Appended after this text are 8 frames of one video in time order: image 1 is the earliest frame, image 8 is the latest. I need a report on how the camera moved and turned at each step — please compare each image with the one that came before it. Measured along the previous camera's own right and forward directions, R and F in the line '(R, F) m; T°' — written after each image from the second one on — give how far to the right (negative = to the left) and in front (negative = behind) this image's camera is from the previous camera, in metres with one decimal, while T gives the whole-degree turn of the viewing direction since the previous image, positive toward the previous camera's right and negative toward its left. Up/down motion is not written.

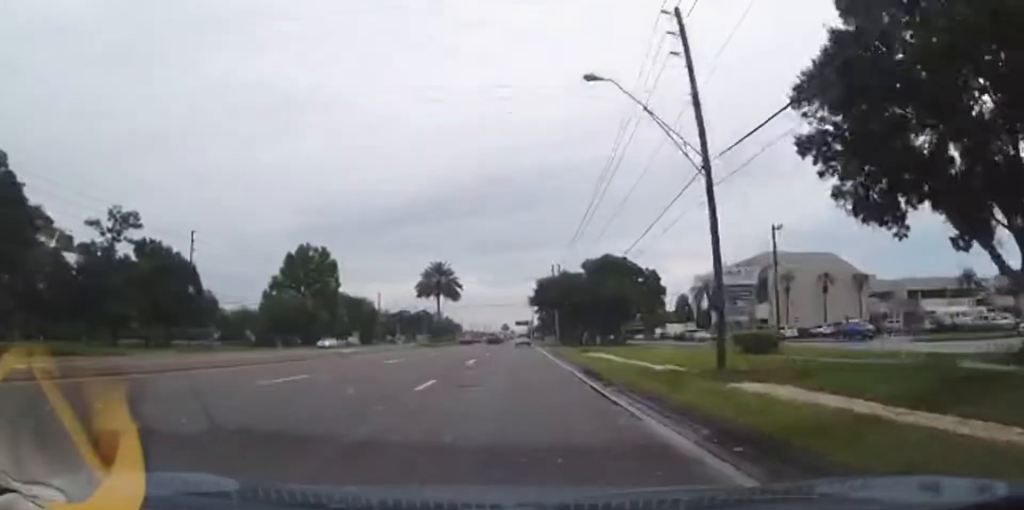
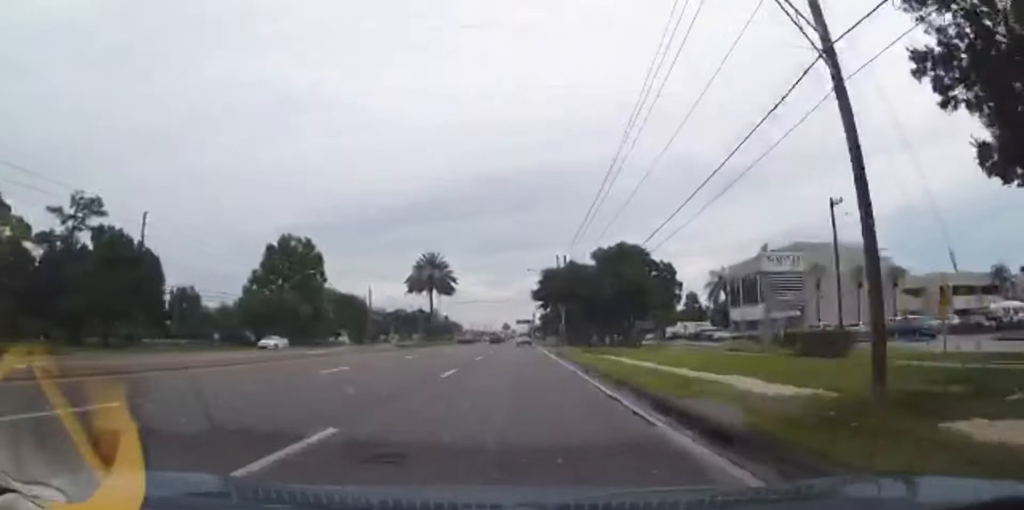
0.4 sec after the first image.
(0.0, +8.3) m; 0°
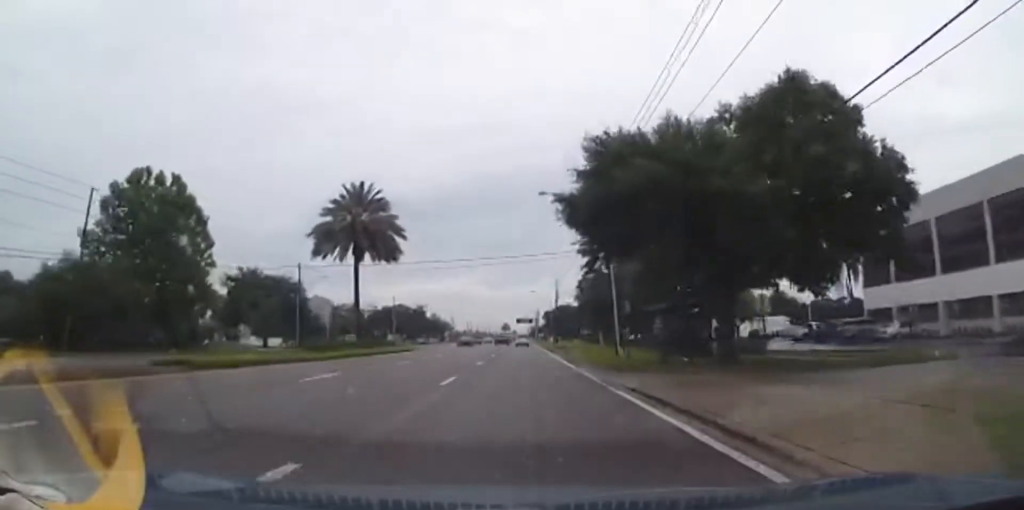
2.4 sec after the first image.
(0.0, +39.0) m; 0°
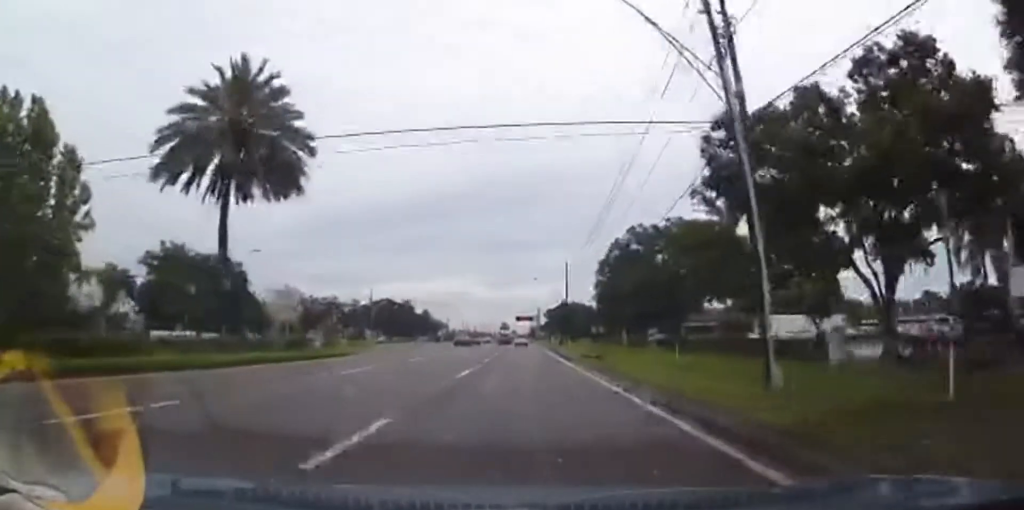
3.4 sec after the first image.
(0.0, +21.0) m; 0°
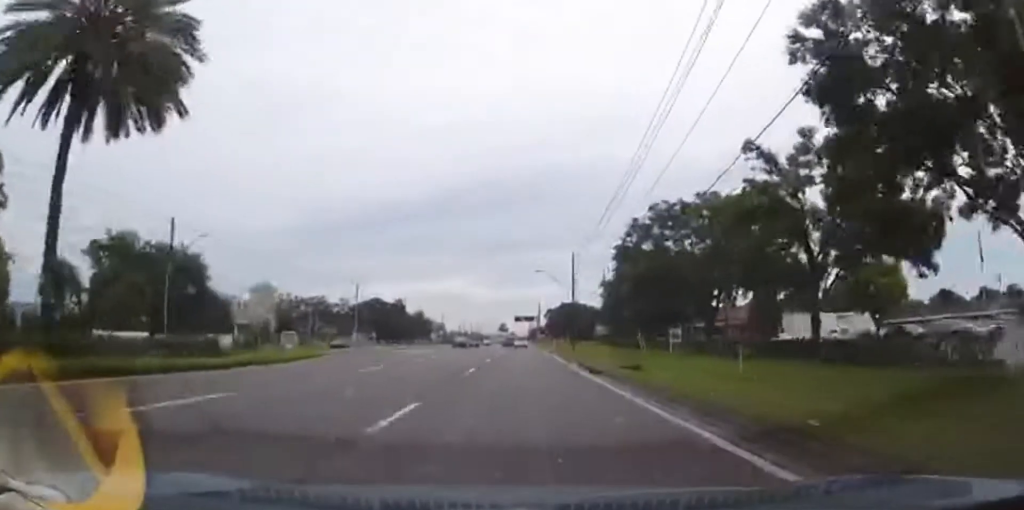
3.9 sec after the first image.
(0.0, +10.2) m; 0°
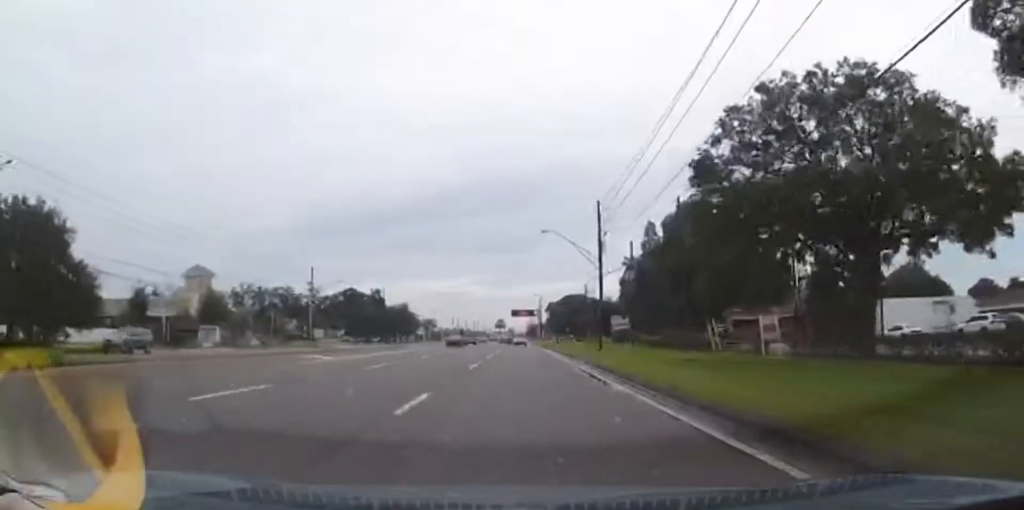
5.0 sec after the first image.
(0.0, +22.7) m; 0°
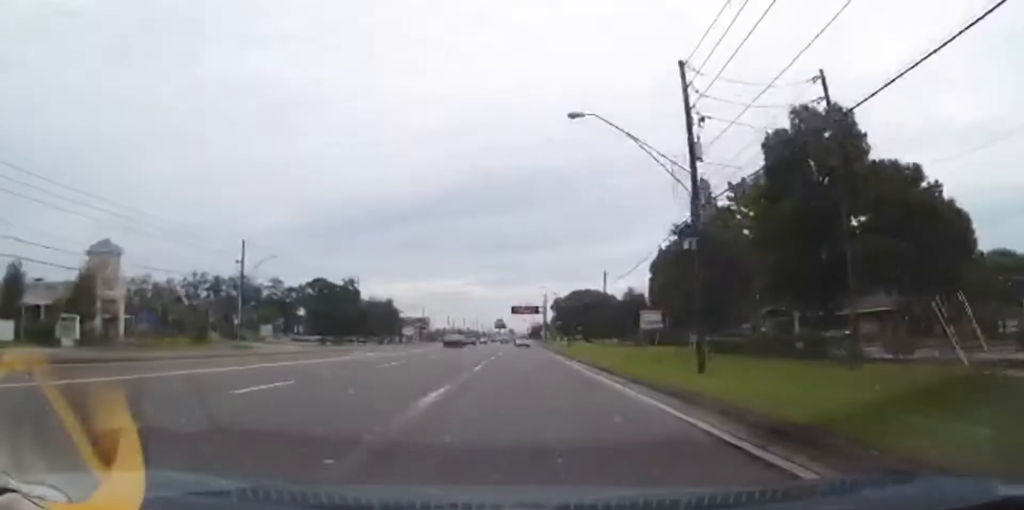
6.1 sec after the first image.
(+0.3, +22.9) m; +1°
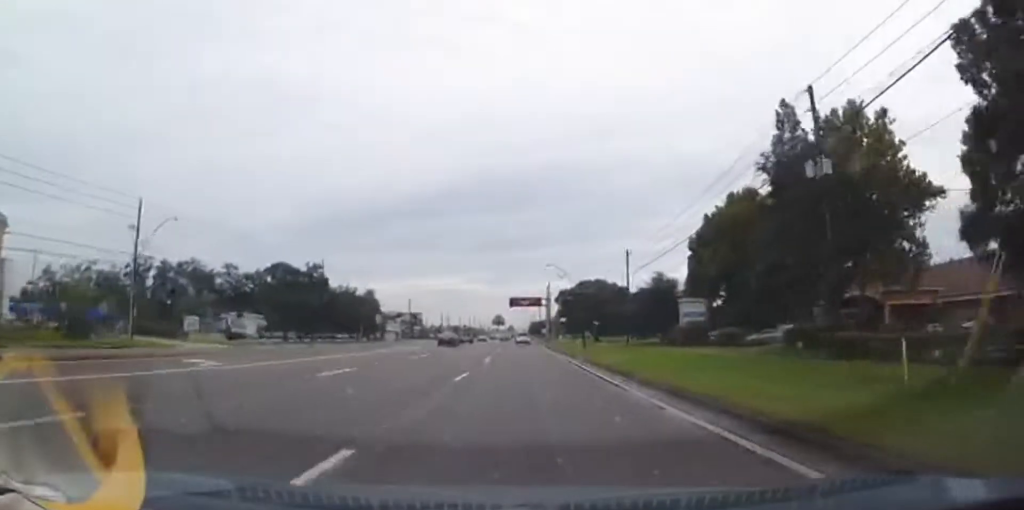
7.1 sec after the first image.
(+0.1, +19.4) m; -1°
